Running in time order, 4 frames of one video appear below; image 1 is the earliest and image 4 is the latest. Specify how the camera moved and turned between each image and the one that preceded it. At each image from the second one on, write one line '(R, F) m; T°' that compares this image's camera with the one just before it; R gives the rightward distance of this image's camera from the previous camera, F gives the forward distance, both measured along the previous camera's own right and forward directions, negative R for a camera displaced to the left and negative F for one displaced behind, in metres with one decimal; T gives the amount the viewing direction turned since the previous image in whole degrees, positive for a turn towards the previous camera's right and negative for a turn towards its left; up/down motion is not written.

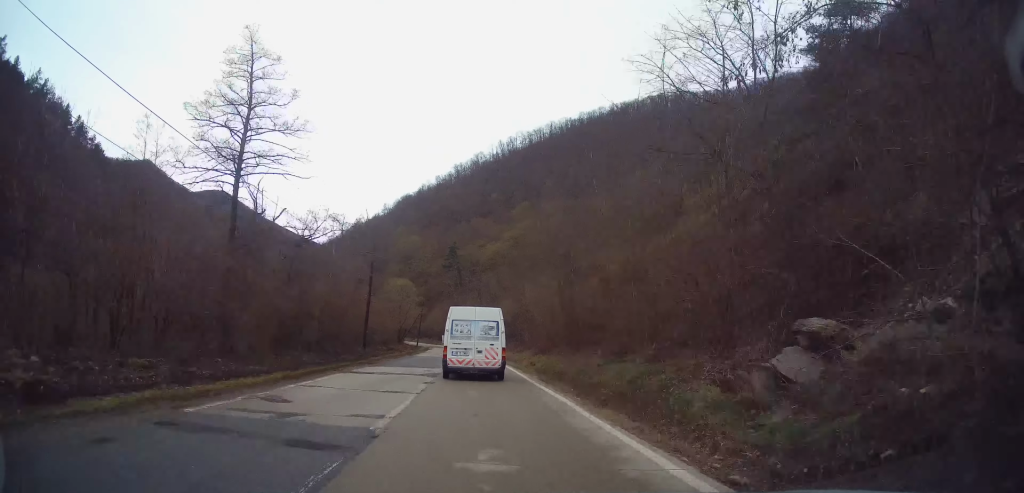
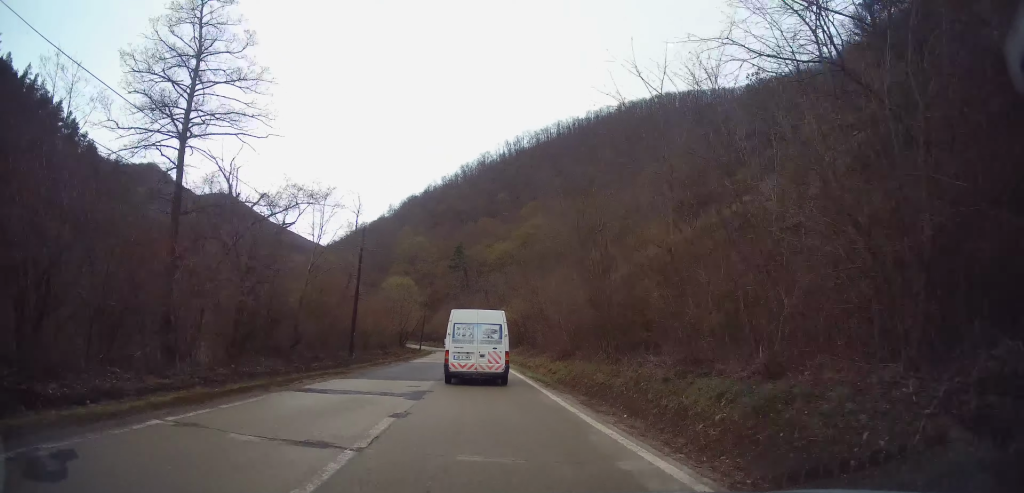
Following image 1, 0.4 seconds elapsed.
(0.0, +6.0) m; 0°
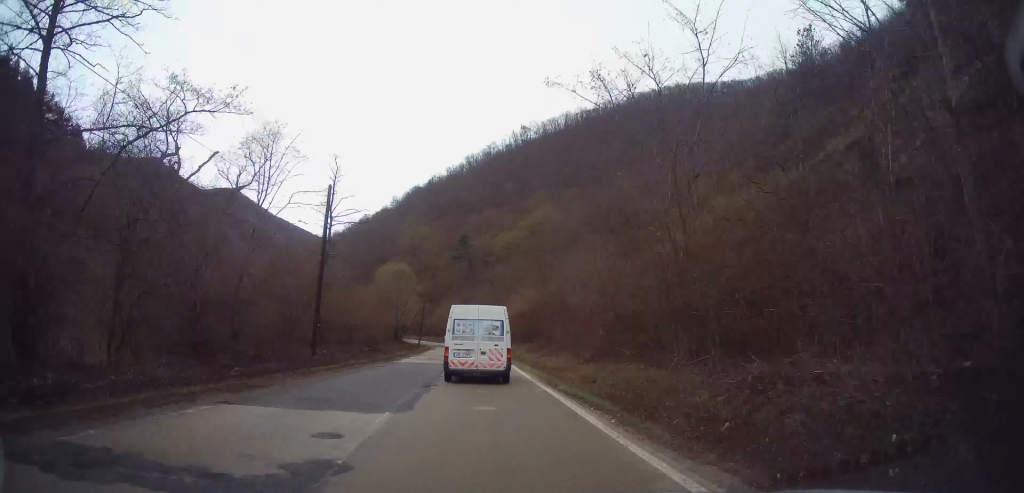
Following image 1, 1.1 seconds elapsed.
(0.0, +8.8) m; 0°
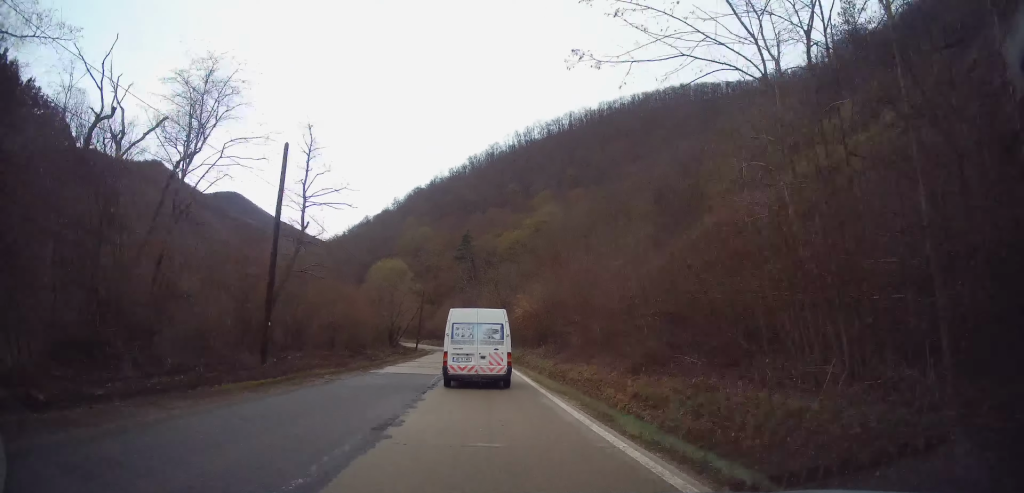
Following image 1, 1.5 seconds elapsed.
(0.0, +6.4) m; 0°
